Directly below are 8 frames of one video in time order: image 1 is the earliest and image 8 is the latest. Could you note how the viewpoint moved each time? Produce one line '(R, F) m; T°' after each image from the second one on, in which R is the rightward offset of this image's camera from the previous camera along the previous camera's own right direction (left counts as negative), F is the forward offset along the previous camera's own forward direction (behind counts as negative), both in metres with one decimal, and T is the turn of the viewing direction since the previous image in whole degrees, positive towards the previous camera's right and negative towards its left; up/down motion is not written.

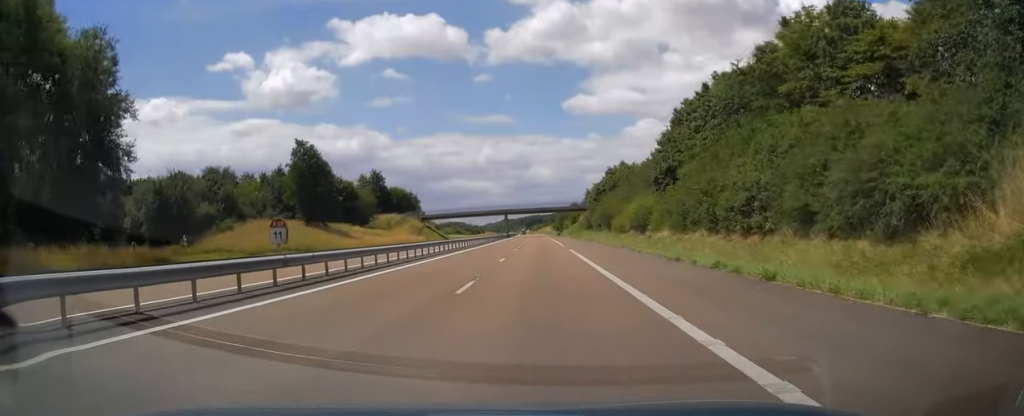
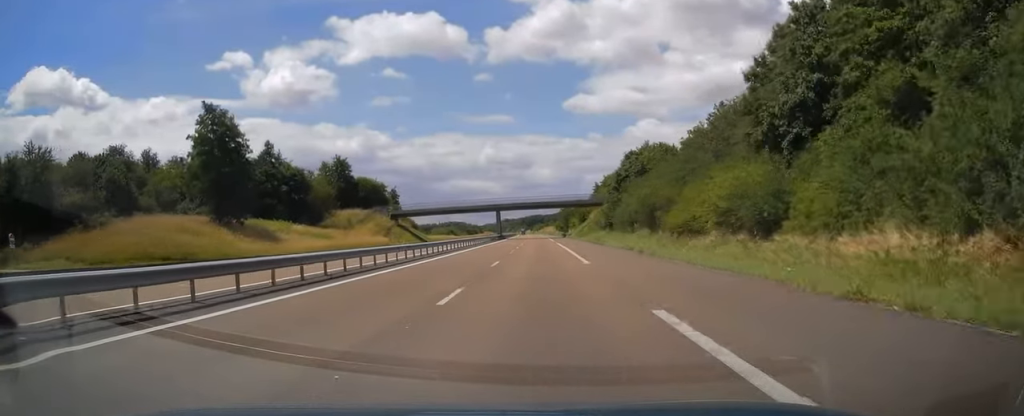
(-0.1, +27.9) m; -1°
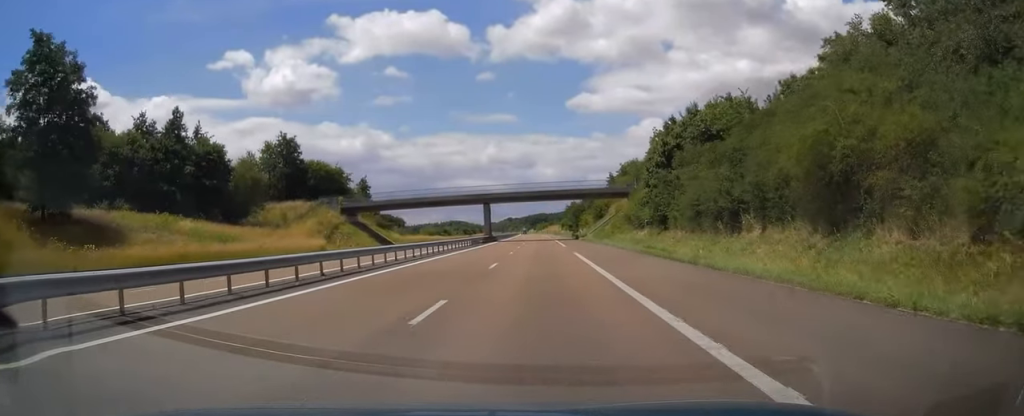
(-0.2, +28.5) m; 0°
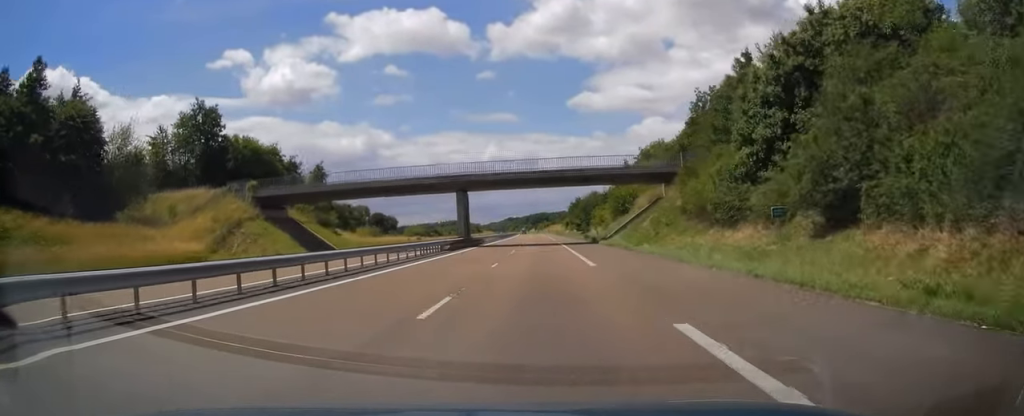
(+0.2, +25.4) m; 0°
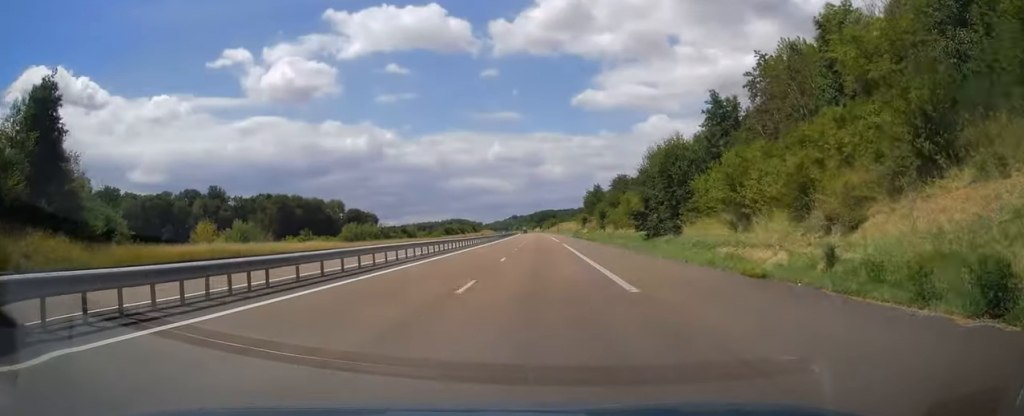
(0.0, +61.1) m; 0°
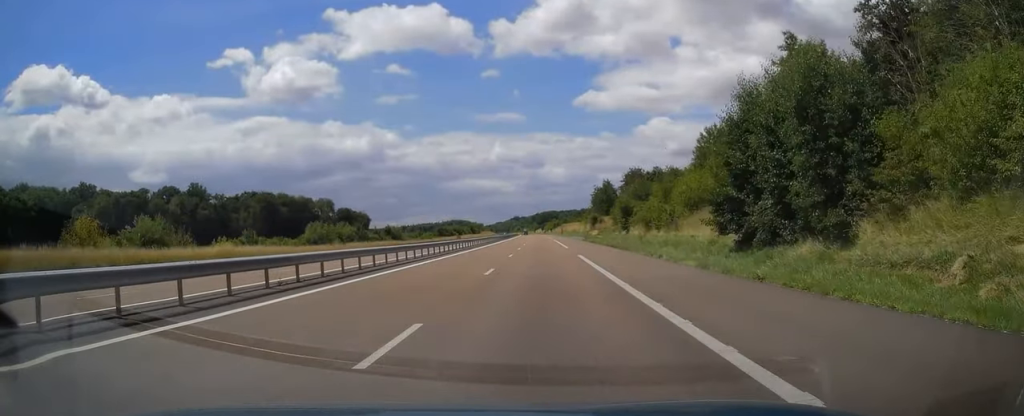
(-0.2, +20.0) m; -1°
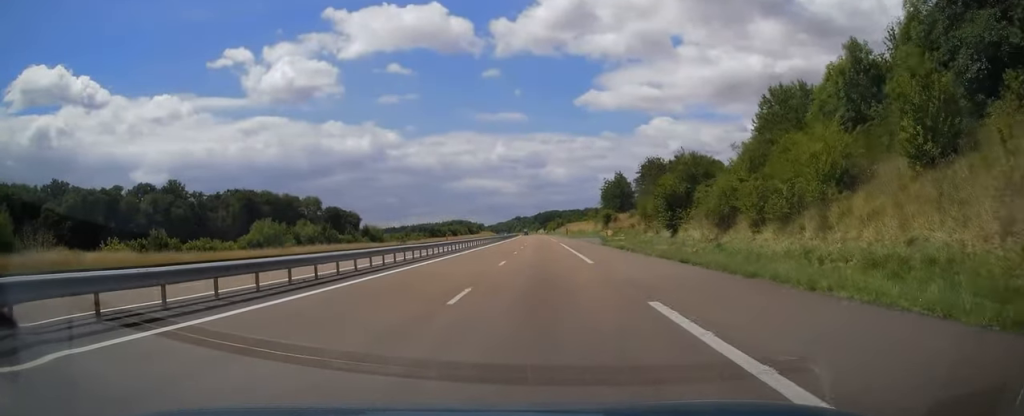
(-0.1, +20.6) m; 0°
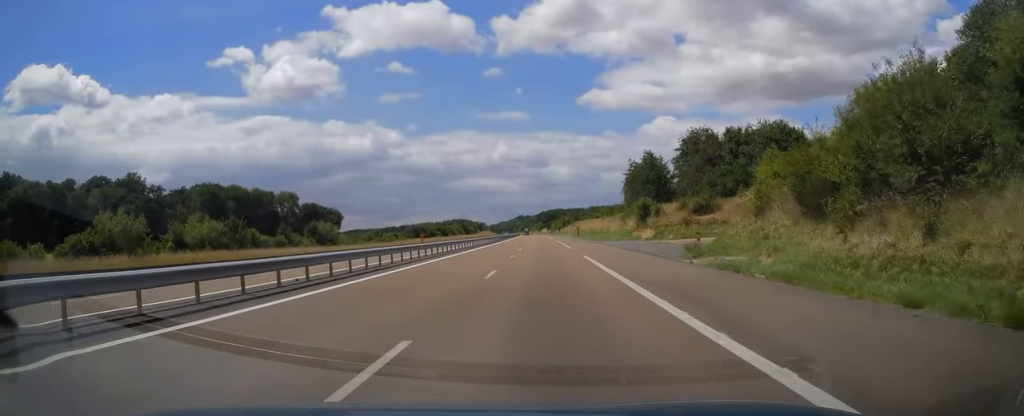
(0.0, +32.8) m; 0°
